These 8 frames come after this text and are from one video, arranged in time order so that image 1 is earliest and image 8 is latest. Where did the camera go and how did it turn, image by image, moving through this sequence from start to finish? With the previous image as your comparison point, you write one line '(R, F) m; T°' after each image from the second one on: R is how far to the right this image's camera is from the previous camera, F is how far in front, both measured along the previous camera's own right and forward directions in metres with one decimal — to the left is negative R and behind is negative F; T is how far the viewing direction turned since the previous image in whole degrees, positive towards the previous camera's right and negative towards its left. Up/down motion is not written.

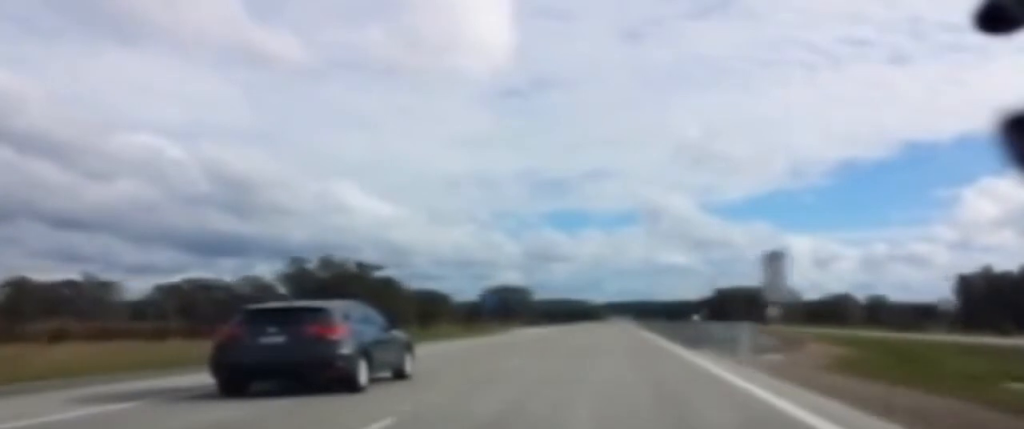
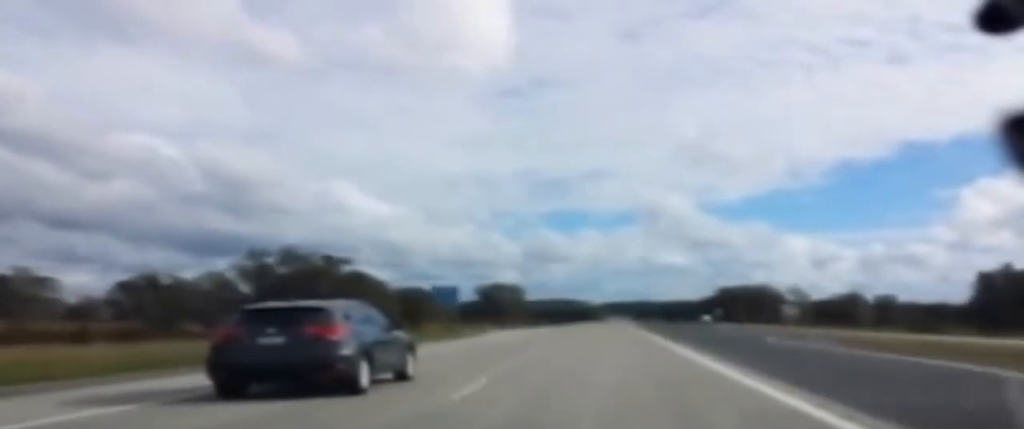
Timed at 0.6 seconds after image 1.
(0.0, +19.3) m; 0°
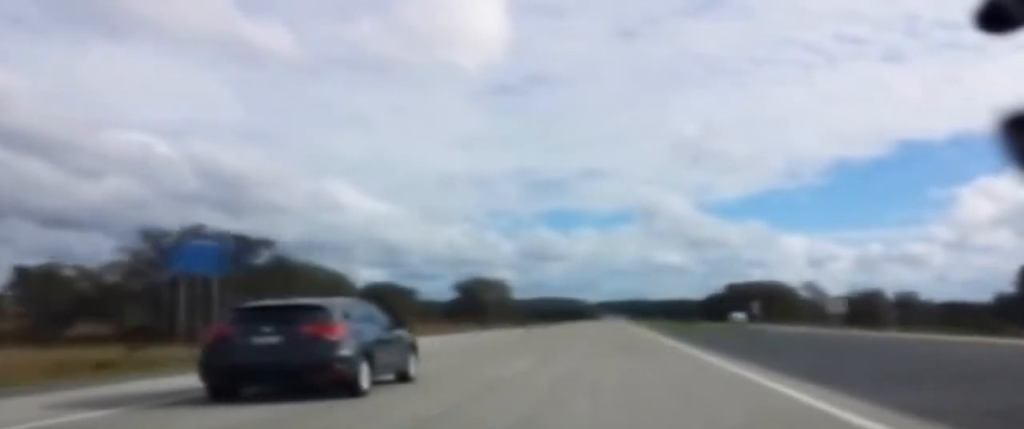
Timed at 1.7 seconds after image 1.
(-0.1, +33.4) m; 0°
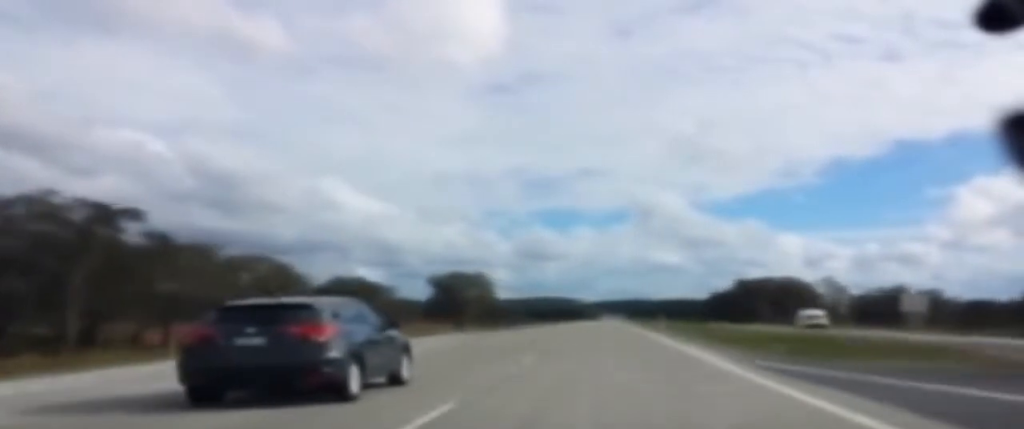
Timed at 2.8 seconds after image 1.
(-0.2, +32.2) m; 0°
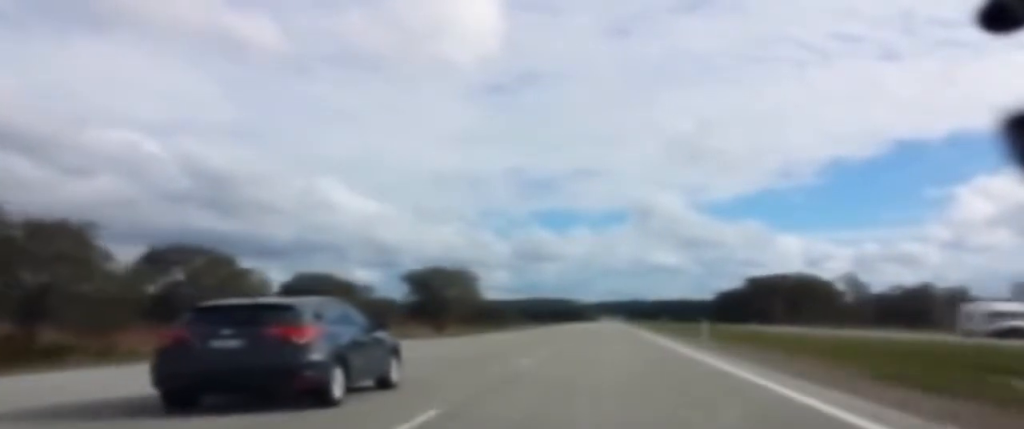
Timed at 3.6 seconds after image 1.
(0.0, +25.2) m; 0°
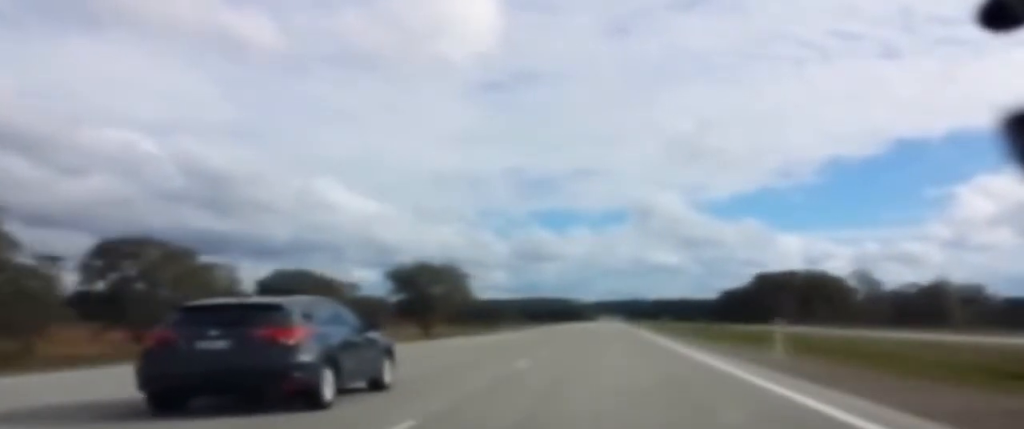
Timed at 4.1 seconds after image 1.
(+0.2, +13.1) m; 0°
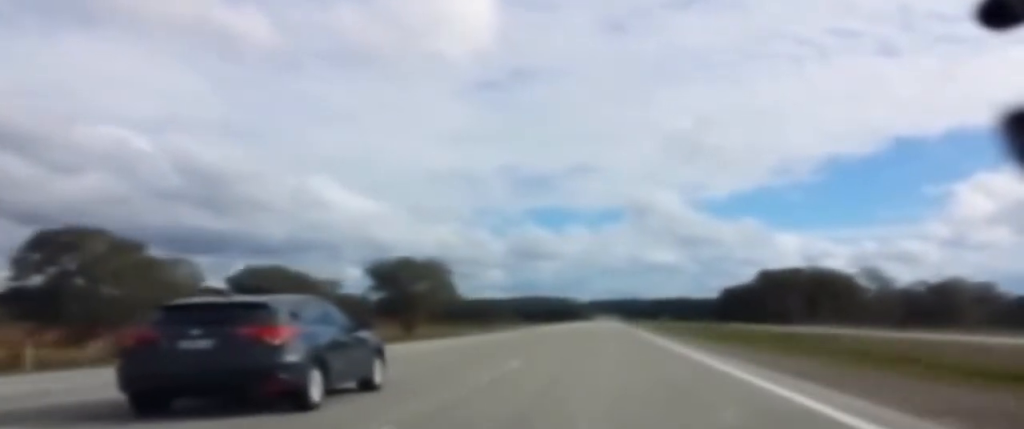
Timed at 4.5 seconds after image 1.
(-0.1, +13.1) m; 0°
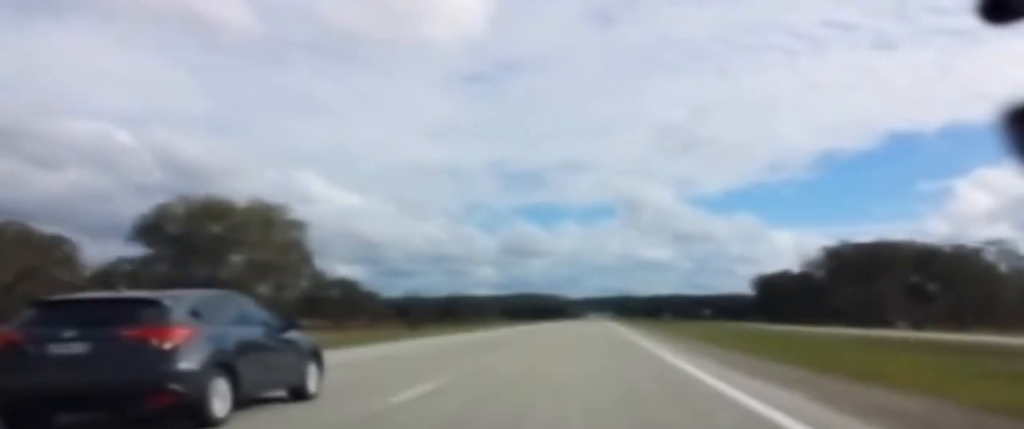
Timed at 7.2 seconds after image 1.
(+0.7, +81.1) m; +1°
